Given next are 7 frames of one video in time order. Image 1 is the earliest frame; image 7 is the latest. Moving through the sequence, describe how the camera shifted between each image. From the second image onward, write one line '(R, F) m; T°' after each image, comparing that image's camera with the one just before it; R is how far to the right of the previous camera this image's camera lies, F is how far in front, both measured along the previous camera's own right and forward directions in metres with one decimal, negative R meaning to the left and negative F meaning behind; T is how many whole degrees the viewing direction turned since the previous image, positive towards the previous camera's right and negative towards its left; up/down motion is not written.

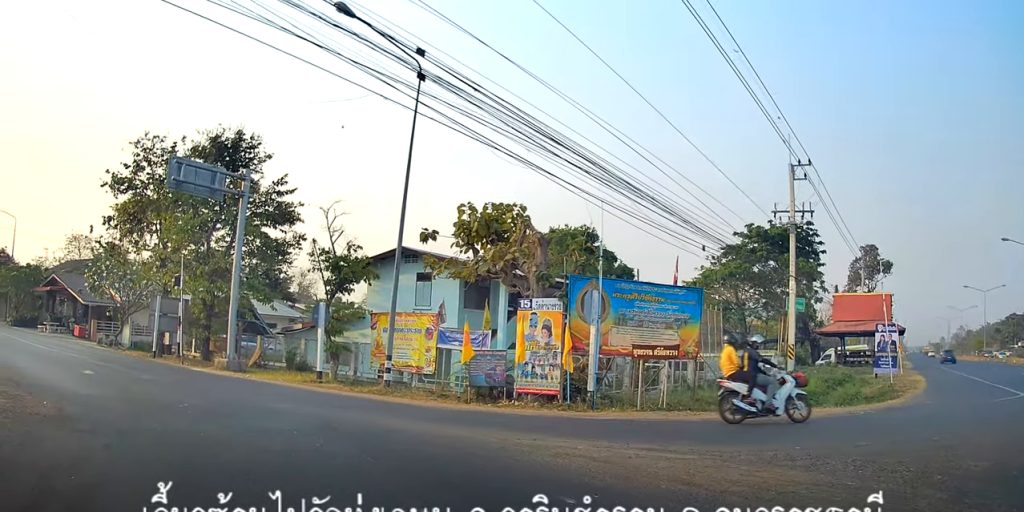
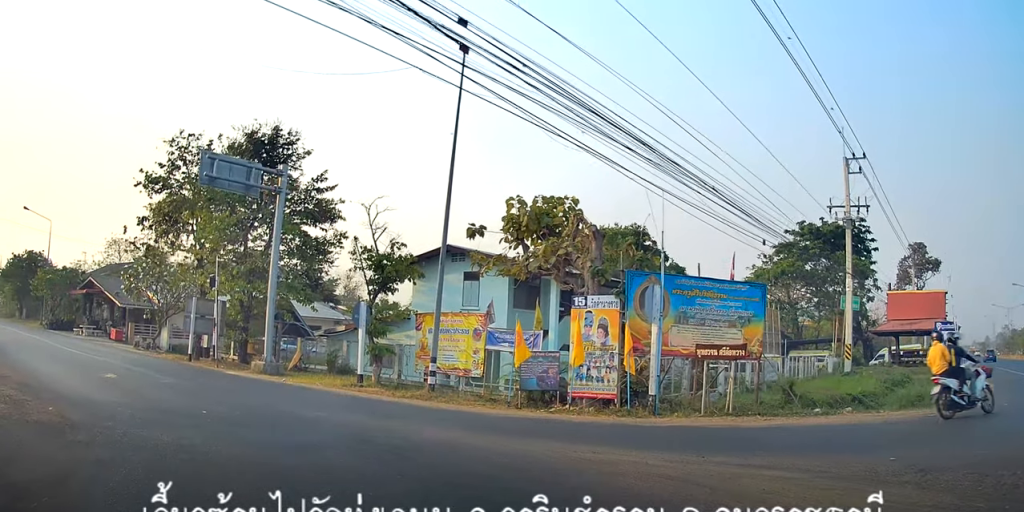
(-0.2, +1.4) m; -10°
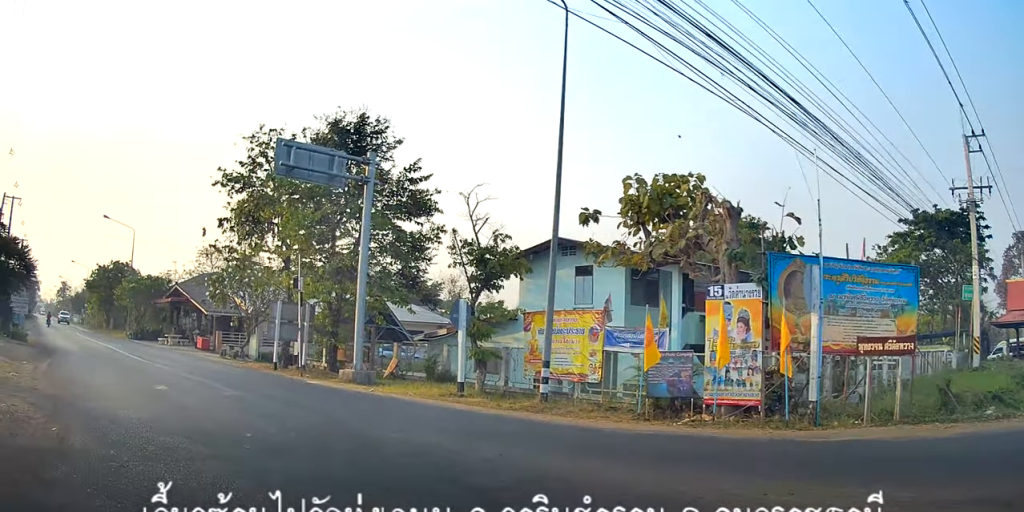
(-0.1, +2.6) m; -19°
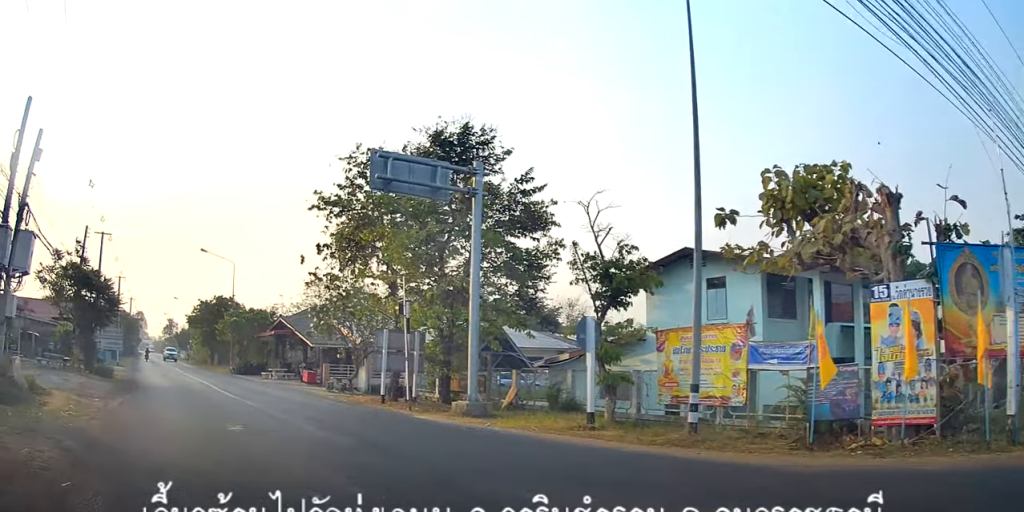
(-0.5, +1.9) m; -10°
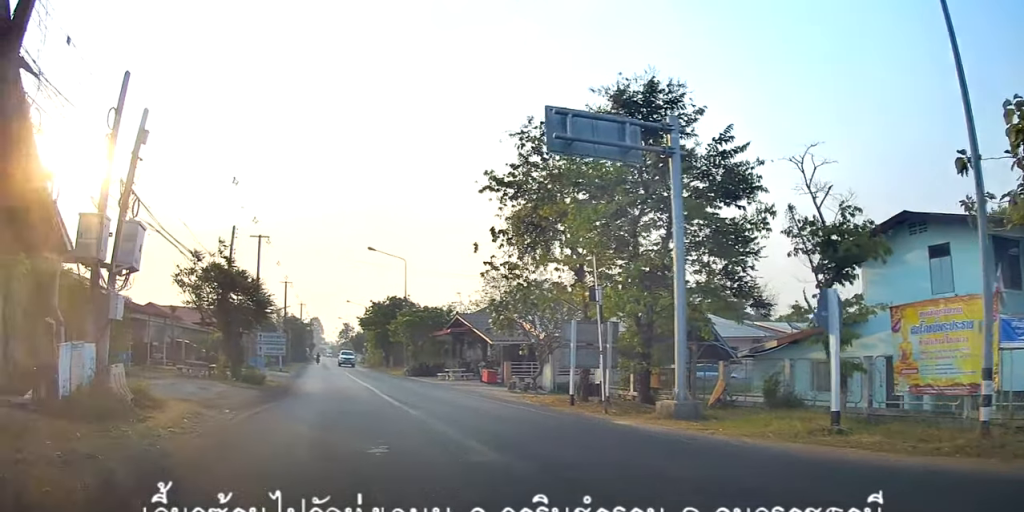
(-0.2, +2.6) m; -8°
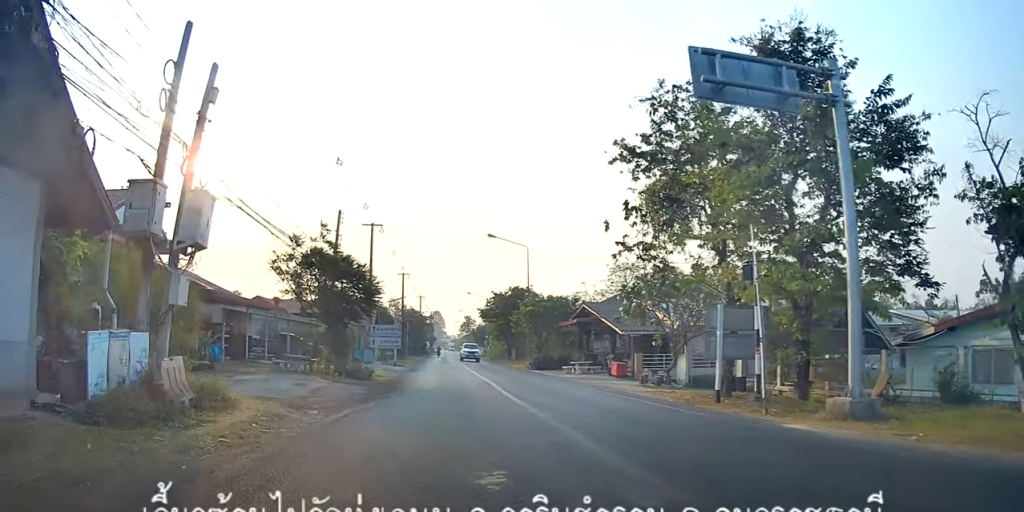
(0.0, +2.1) m; -6°
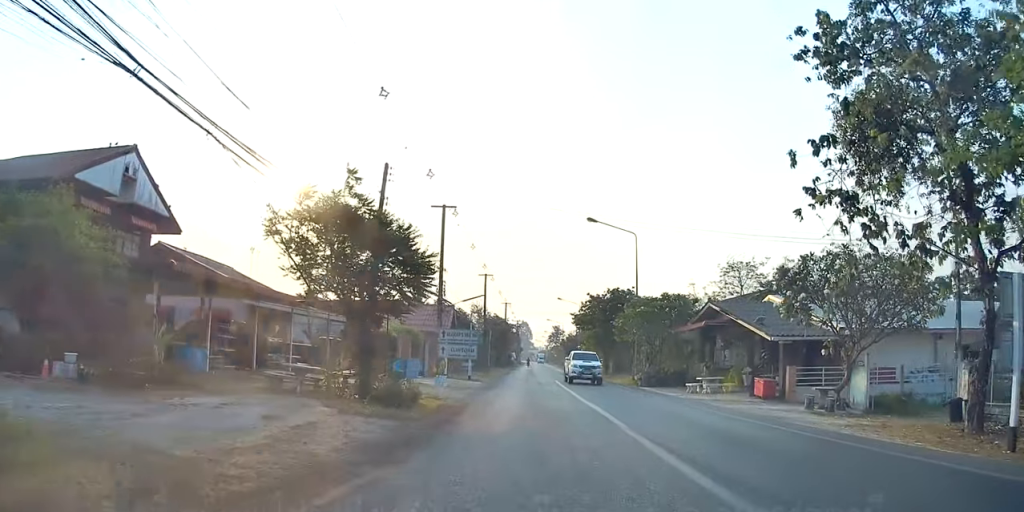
(-1.8, +6.3) m; -22°
